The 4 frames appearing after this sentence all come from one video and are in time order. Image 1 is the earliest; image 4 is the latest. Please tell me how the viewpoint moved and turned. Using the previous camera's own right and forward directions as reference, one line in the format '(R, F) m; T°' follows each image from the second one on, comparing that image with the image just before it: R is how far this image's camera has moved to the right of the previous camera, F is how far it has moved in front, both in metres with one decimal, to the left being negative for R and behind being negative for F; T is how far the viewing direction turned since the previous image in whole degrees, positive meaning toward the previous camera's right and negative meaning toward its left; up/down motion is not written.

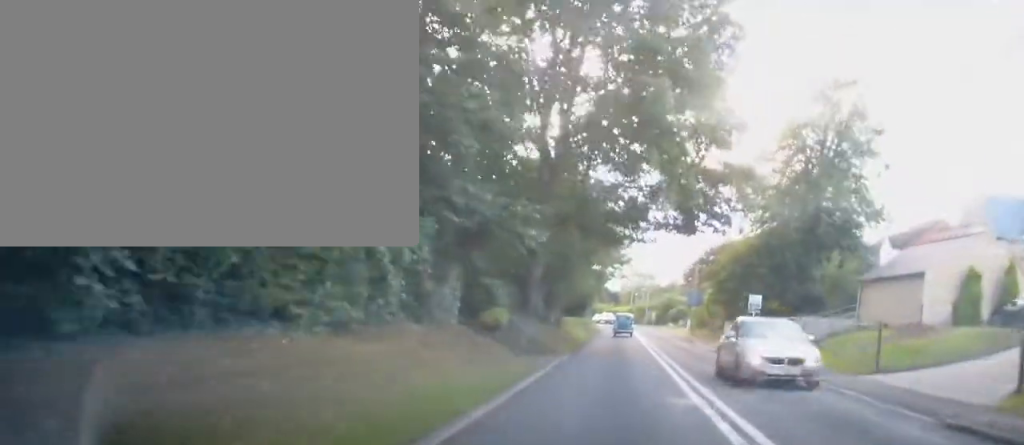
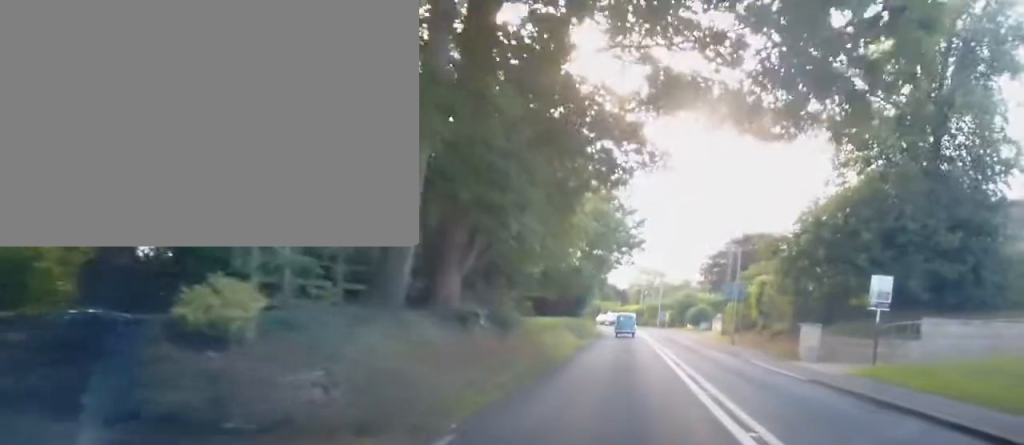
(-0.1, +18.5) m; 0°
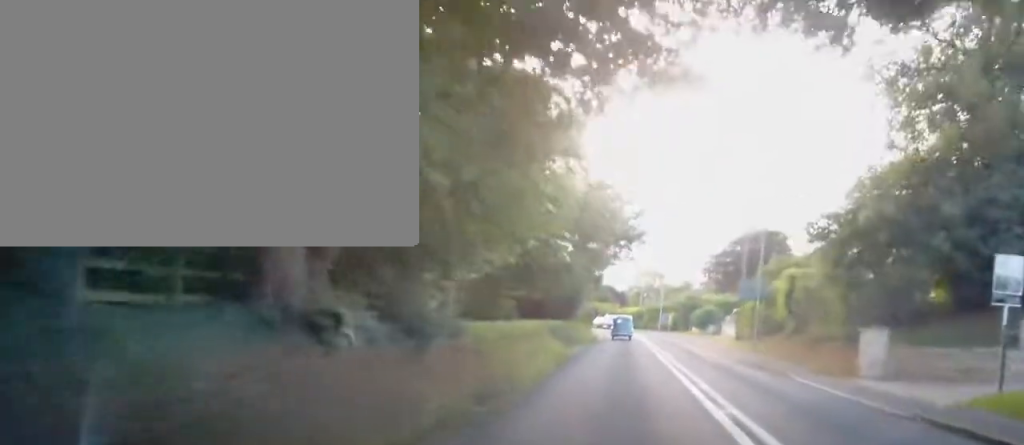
(0.0, +7.4) m; 0°
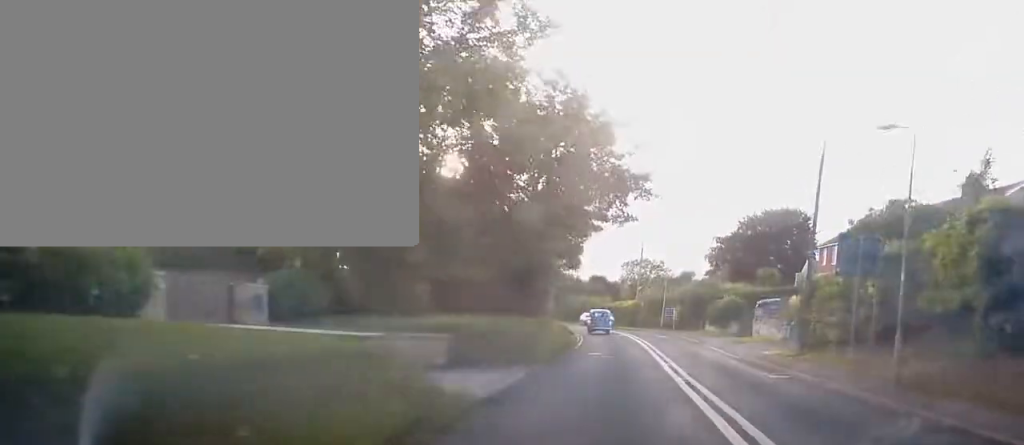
(0.0, +18.3) m; -1°
